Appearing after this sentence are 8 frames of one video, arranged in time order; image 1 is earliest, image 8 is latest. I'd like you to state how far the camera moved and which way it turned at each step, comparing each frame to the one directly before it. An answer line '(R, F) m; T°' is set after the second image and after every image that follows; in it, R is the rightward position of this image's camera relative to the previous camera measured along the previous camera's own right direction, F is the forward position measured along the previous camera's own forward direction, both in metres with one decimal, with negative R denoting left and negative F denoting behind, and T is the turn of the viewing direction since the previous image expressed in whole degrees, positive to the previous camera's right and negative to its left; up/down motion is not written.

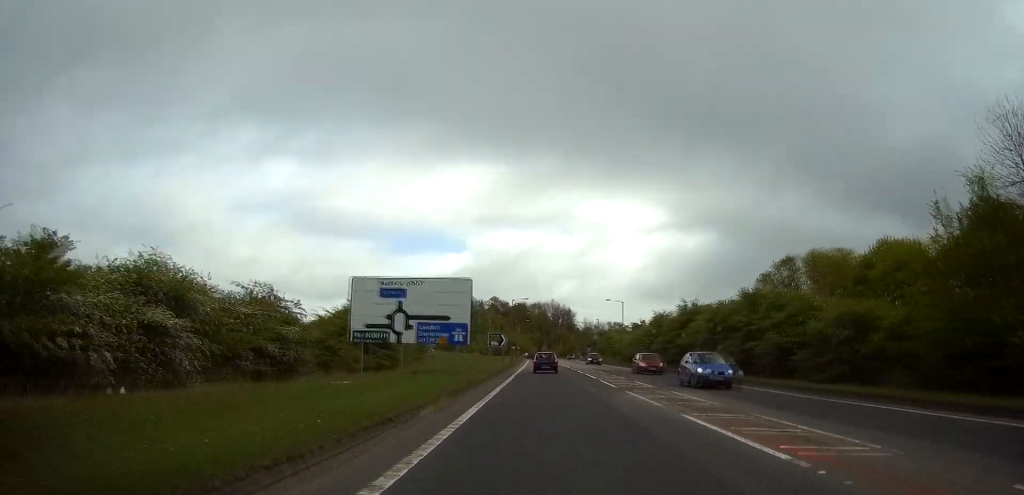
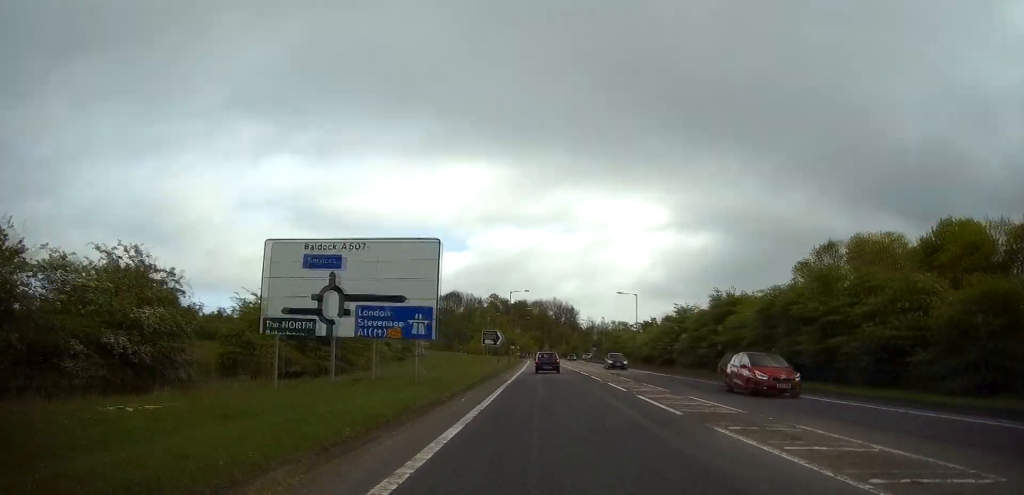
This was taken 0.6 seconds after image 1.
(0.0, +11.2) m; 0°
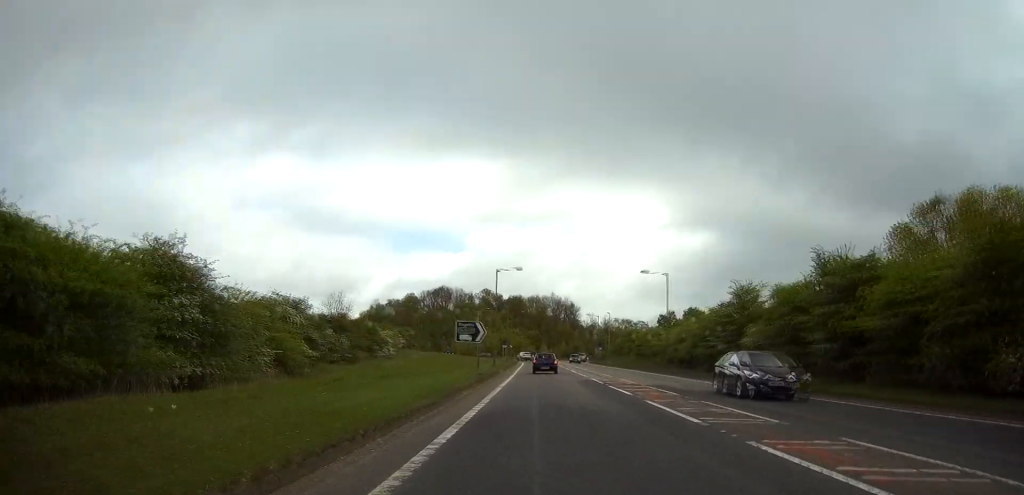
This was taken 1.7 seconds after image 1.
(-0.1, +20.3) m; 0°
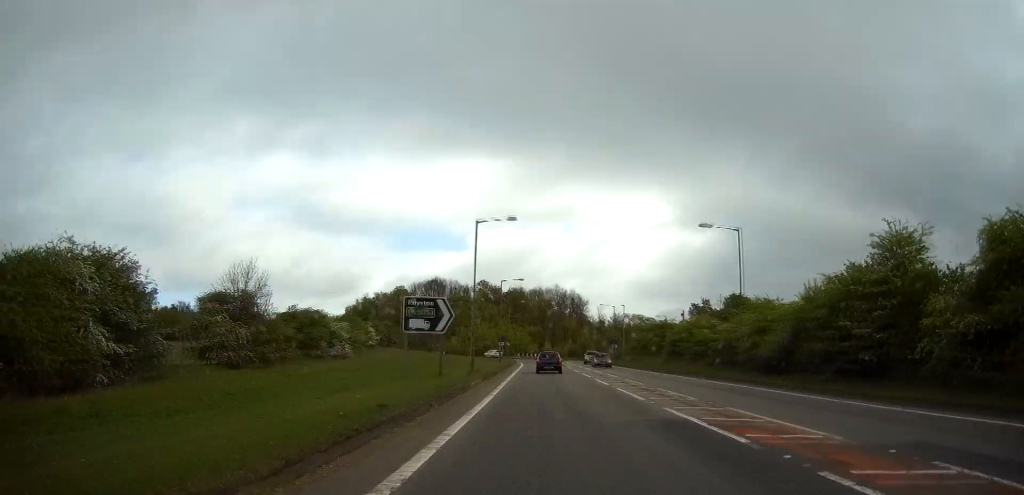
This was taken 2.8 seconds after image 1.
(-0.1, +20.6) m; 0°
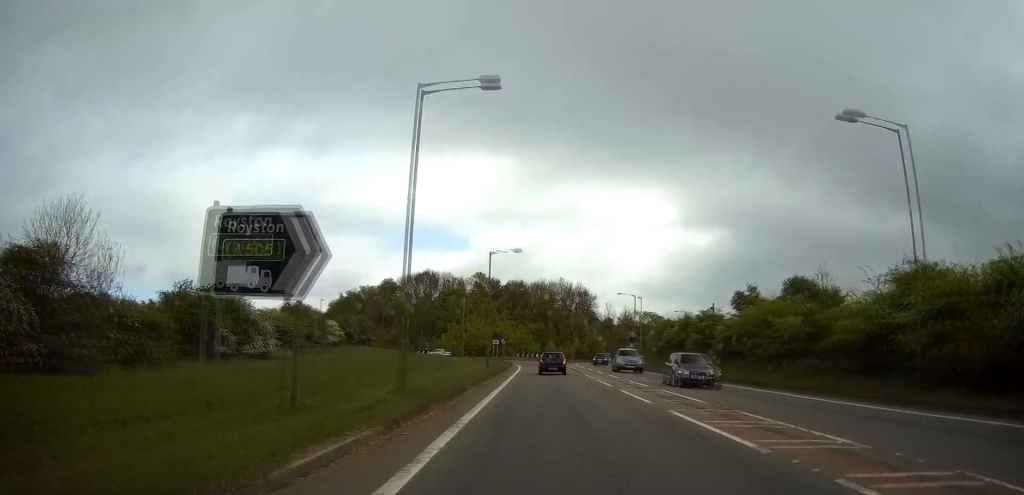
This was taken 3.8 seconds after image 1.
(0.0, +18.6) m; 0°
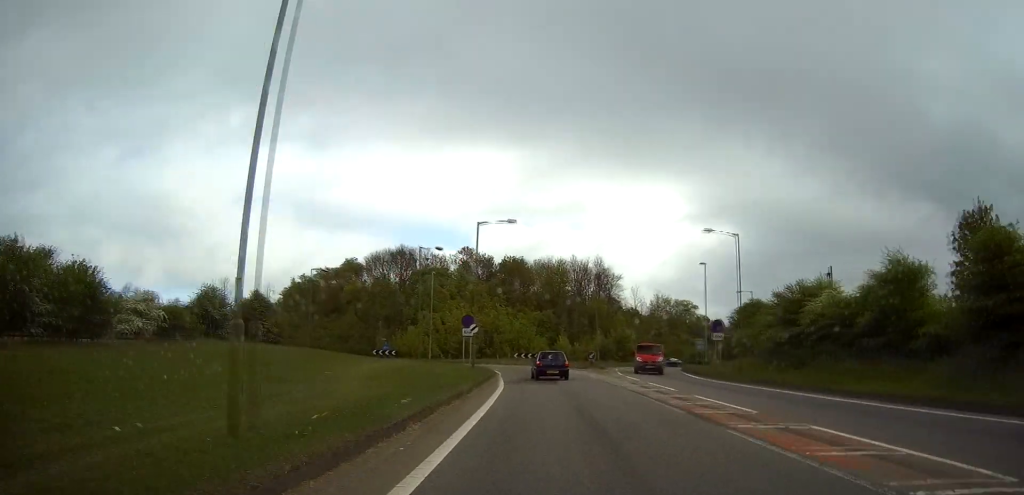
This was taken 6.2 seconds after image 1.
(+0.2, +40.0) m; +1°
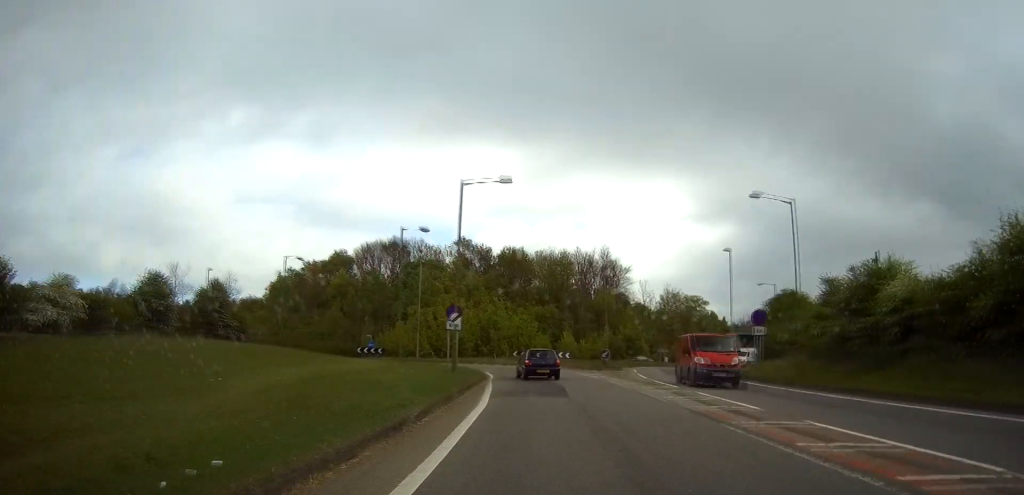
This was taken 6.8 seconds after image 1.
(0.0, +9.0) m; 0°
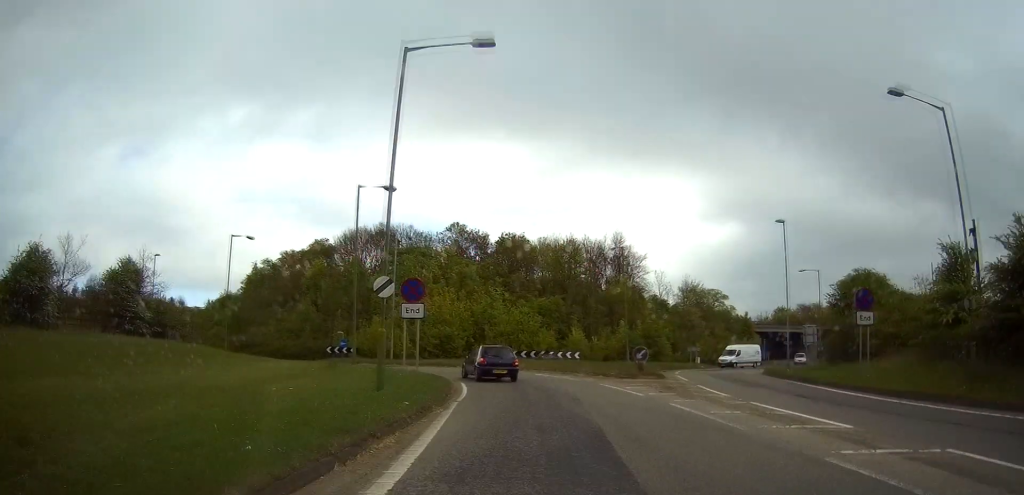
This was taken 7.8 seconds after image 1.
(0.0, +13.9) m; -1°
